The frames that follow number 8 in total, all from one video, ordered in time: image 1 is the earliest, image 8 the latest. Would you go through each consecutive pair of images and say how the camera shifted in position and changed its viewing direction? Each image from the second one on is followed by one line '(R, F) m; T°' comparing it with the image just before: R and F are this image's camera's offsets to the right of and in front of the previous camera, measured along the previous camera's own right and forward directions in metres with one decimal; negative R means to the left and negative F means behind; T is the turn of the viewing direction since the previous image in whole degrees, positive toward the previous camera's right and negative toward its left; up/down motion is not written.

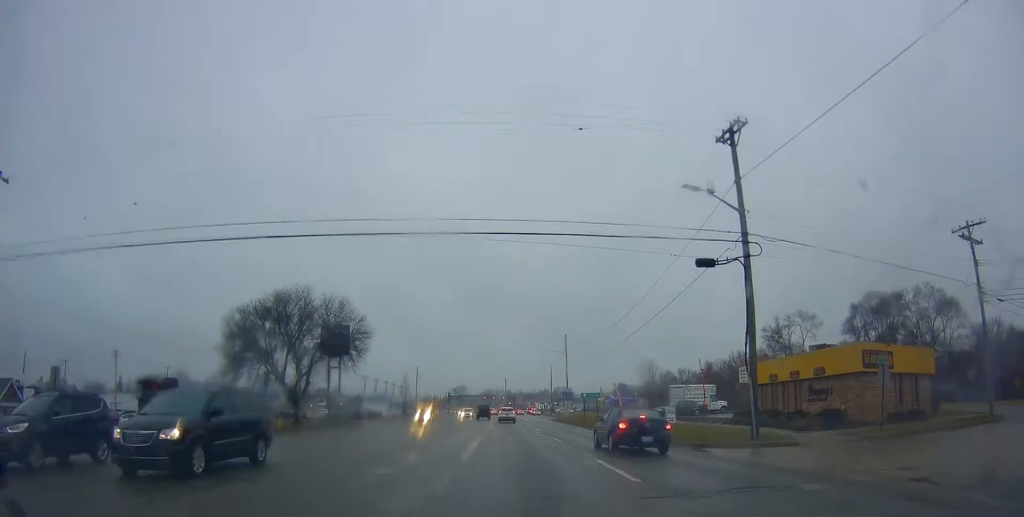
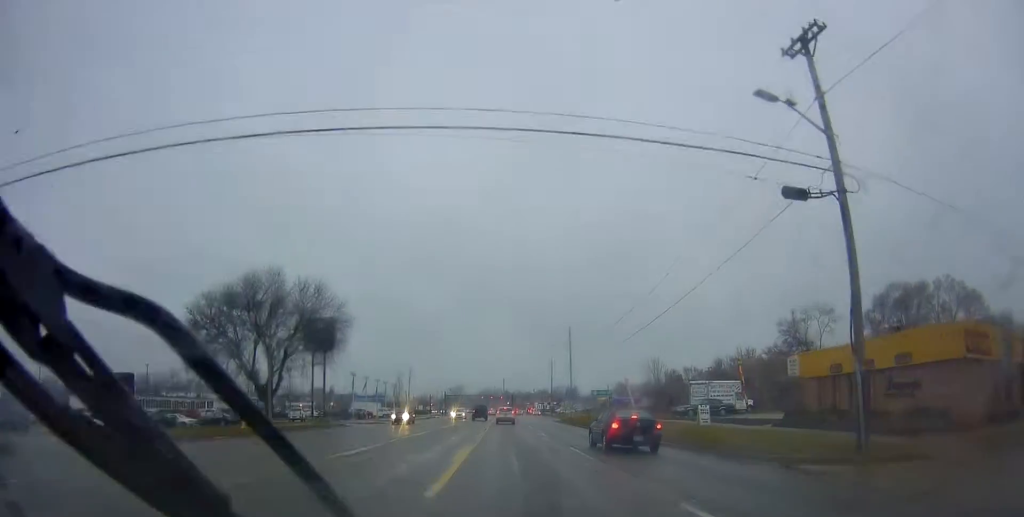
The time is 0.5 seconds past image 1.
(0.0, +7.4) m; 0°
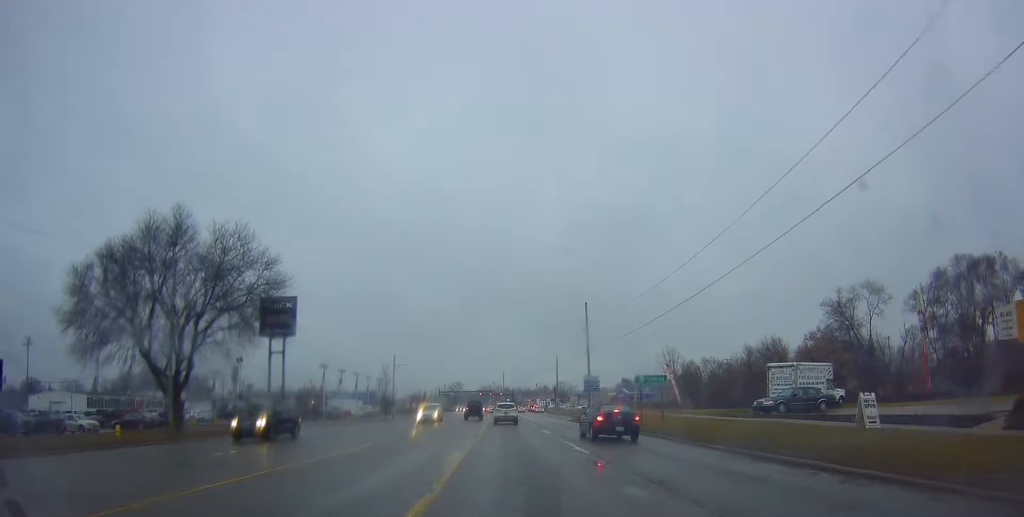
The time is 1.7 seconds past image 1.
(+0.4, +16.8) m; +1°
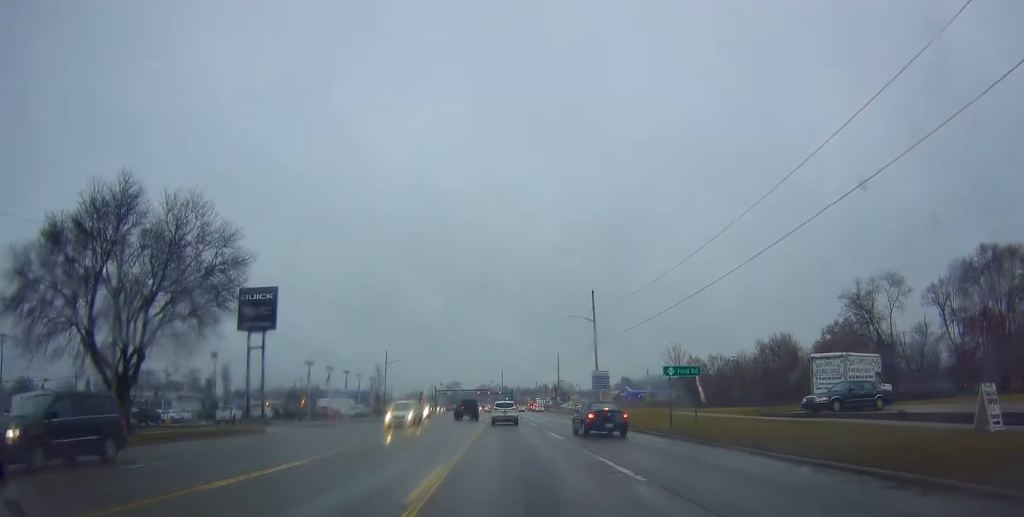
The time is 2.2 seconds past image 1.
(+0.2, +6.4) m; 0°
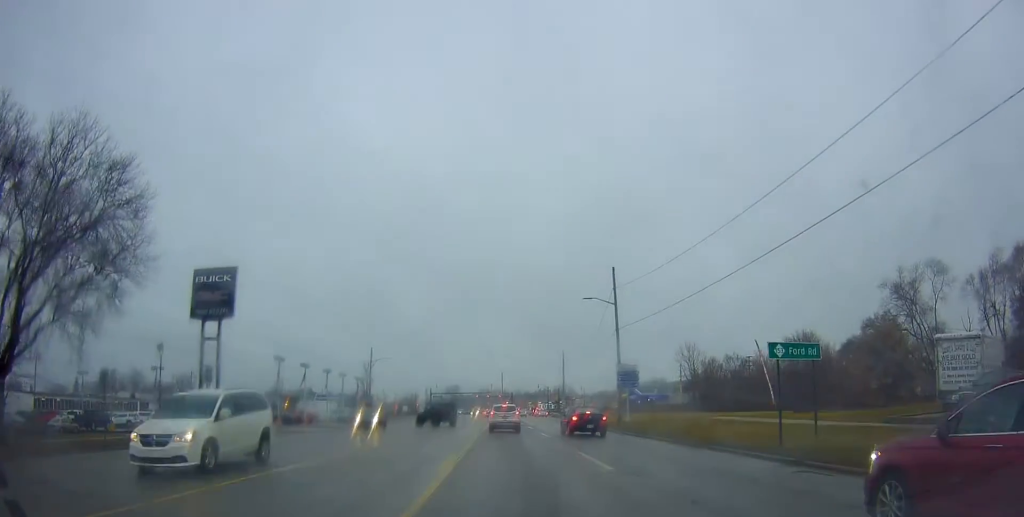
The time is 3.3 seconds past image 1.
(-0.4, +11.7) m; -3°
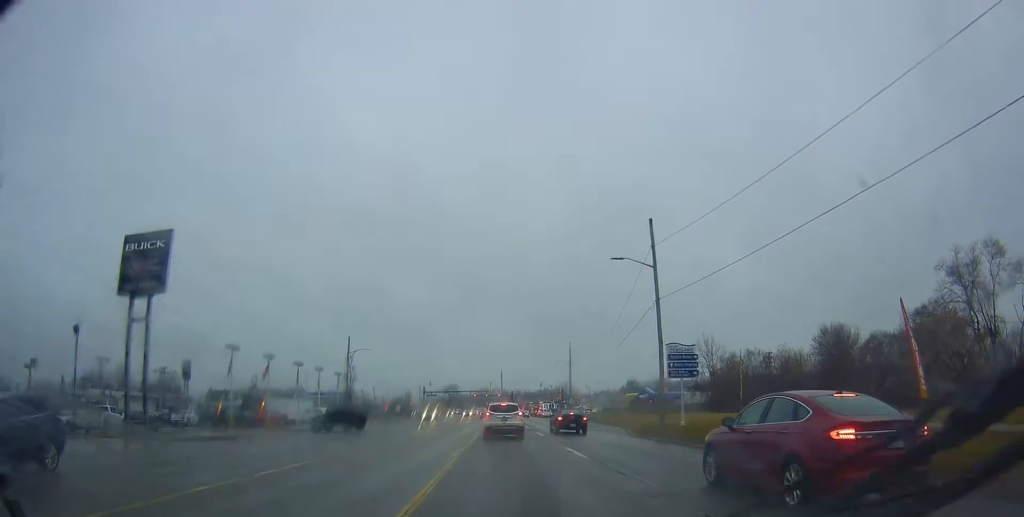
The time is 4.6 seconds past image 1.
(-0.5, +12.8) m; -1°
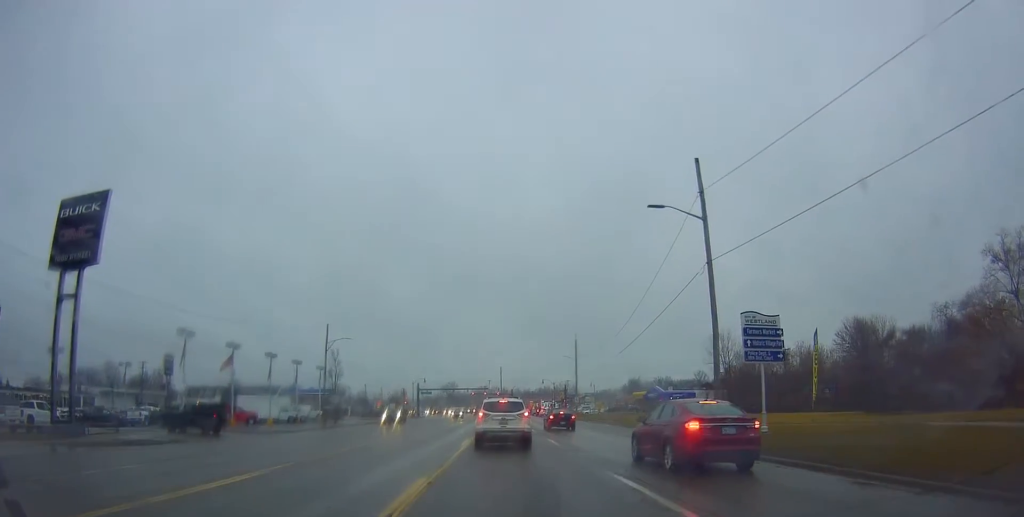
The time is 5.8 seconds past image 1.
(+0.4, +9.2) m; +2°
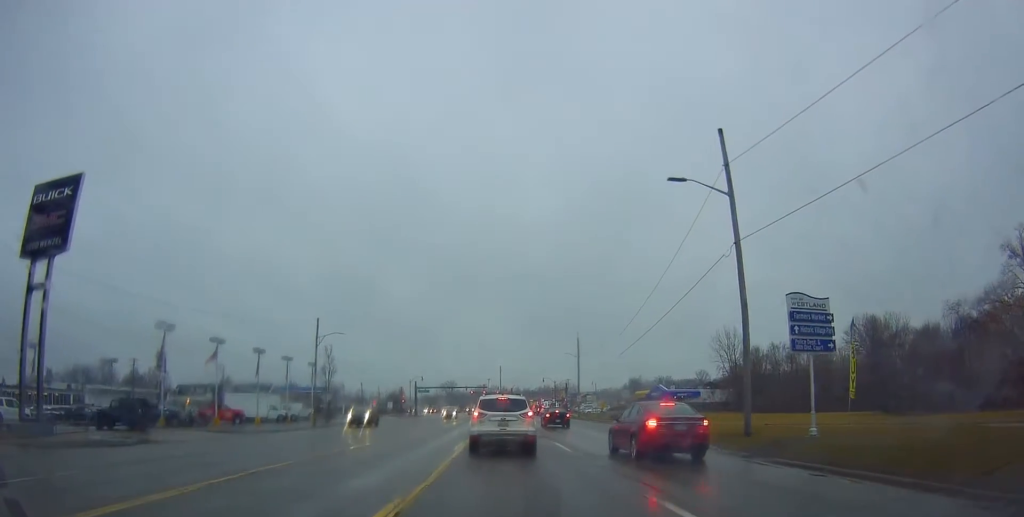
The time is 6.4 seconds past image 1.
(+0.3, +3.8) m; -1°
